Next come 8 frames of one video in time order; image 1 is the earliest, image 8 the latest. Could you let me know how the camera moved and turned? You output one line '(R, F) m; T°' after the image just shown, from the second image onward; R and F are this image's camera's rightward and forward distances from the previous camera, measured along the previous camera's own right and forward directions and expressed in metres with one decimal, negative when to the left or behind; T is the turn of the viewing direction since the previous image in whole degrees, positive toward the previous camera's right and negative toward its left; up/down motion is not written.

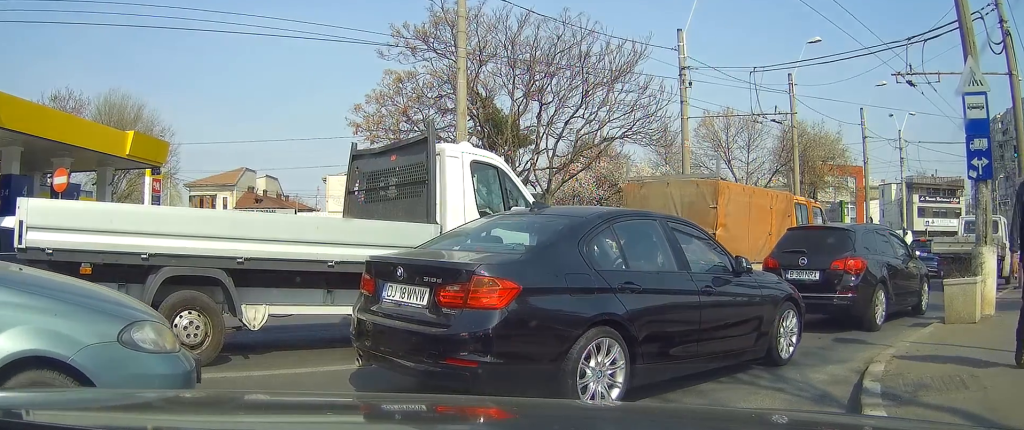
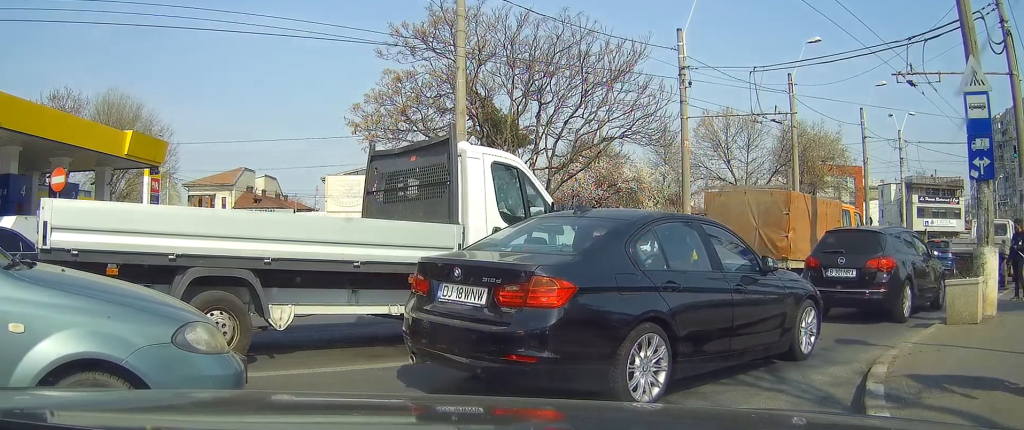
(0.0, 0.0) m; 0°
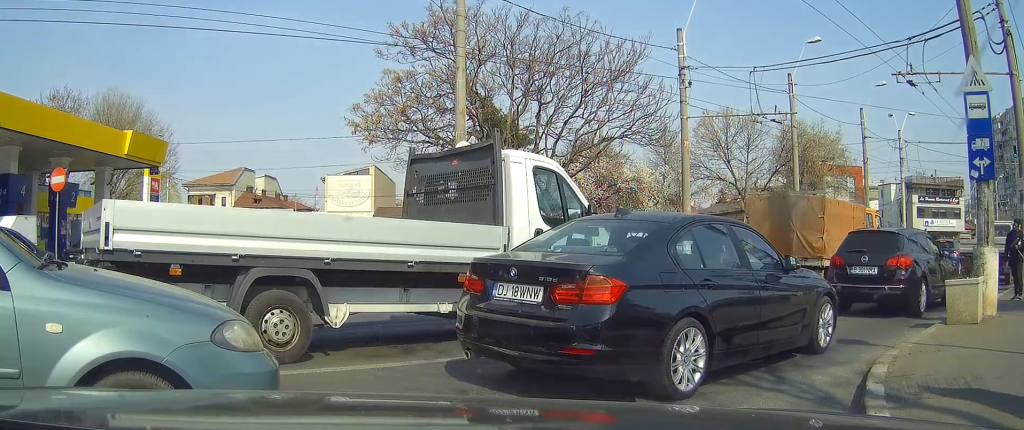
(0.0, 0.0) m; 0°
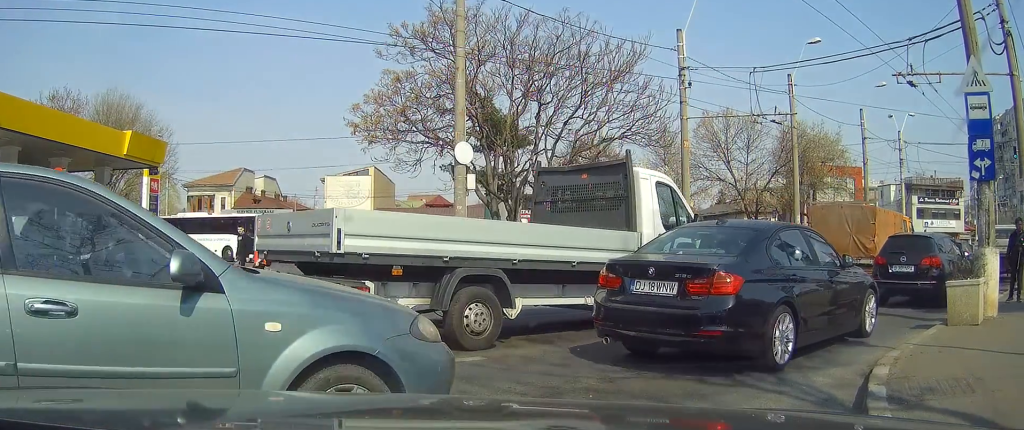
(0.0, 0.0) m; 0°
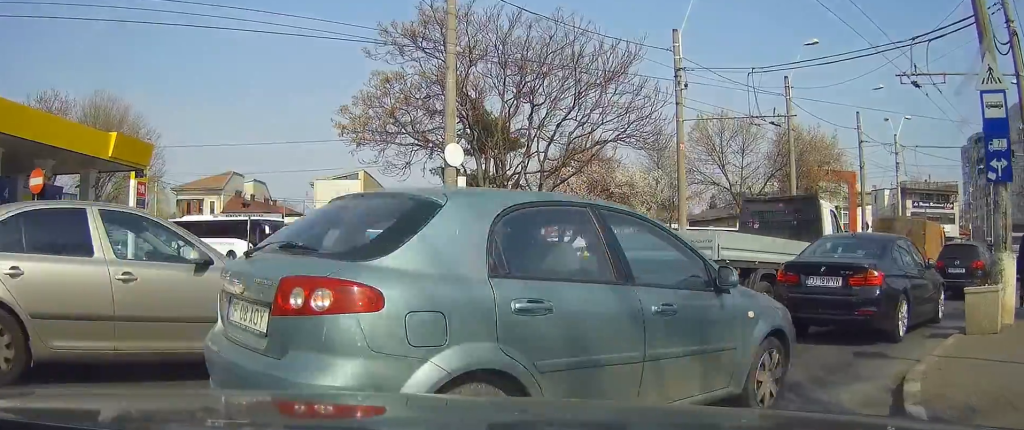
(-0.2, +0.6) m; 0°
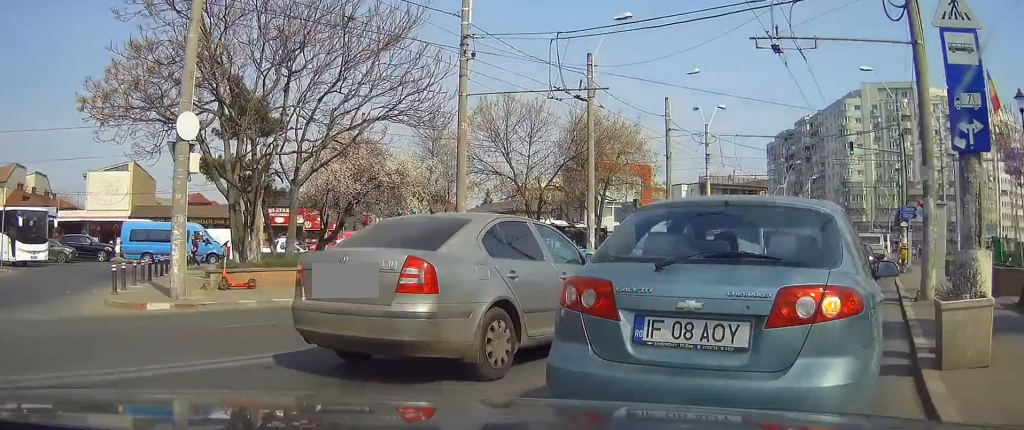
(-0.1, +2.9) m; 0°
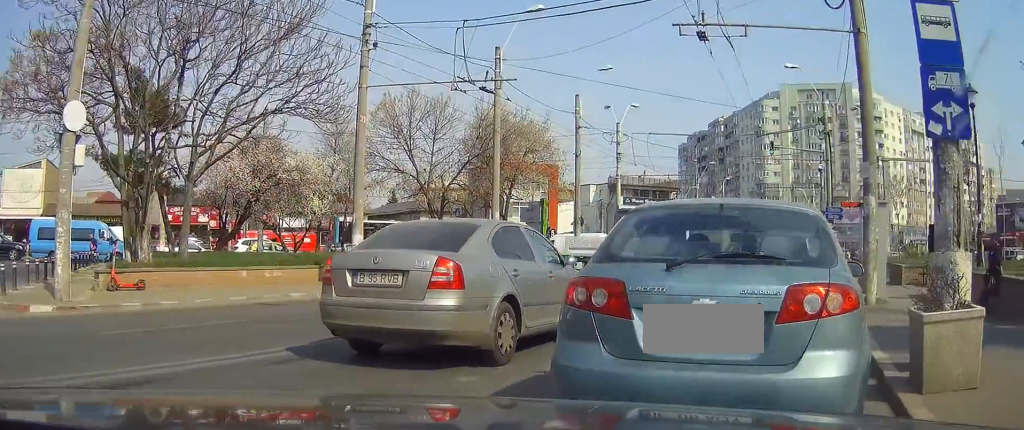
(0.0, +1.1) m; 0°
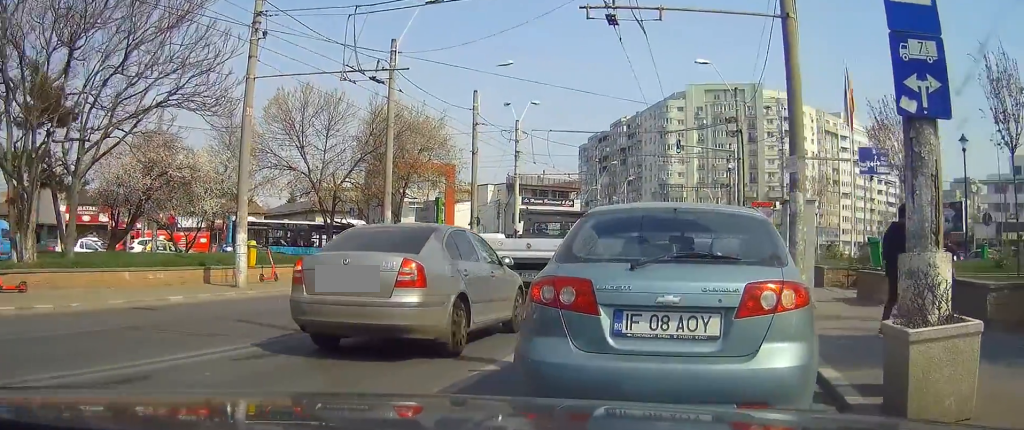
(0.0, +1.4) m; 0°
